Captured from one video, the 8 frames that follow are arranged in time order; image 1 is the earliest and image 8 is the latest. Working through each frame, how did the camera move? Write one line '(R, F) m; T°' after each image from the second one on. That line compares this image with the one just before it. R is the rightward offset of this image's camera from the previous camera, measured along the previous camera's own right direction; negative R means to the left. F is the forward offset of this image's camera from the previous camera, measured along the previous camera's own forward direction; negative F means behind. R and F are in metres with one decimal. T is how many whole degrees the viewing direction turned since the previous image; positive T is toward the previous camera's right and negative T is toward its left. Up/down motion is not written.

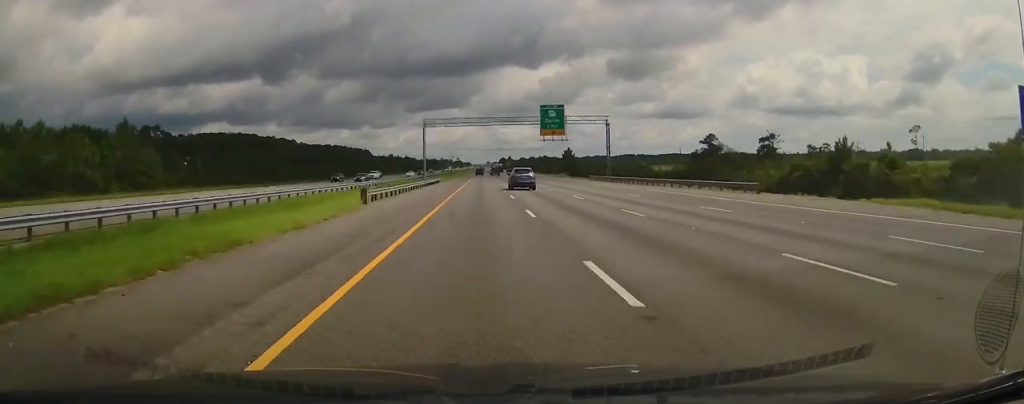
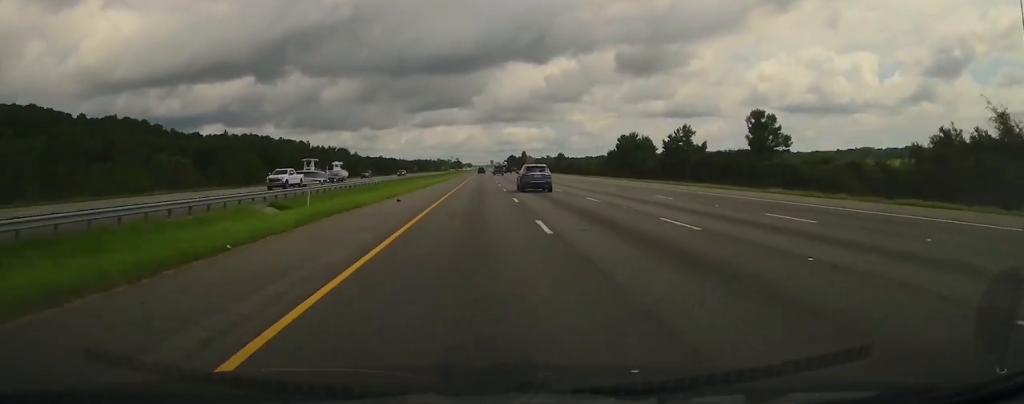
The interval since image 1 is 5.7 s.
(+0.1, +202.9) m; 0°
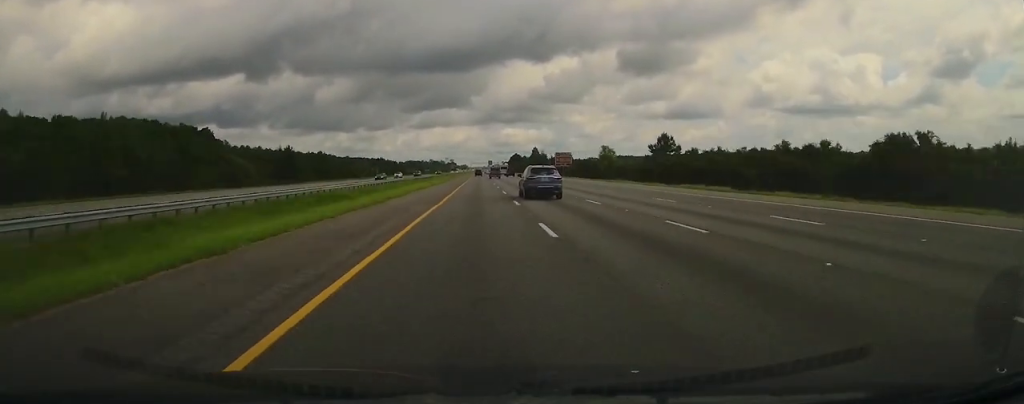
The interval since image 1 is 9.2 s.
(-0.3, +122.4) m; 0°
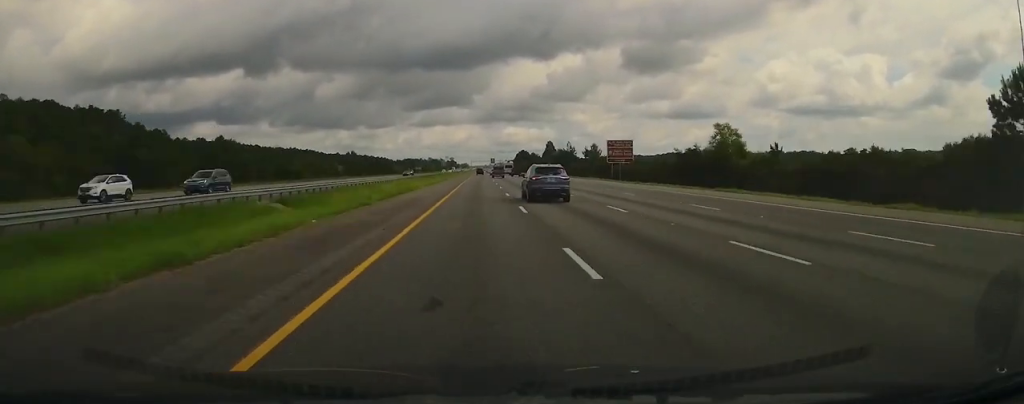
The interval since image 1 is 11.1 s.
(0.0, +65.6) m; 0°
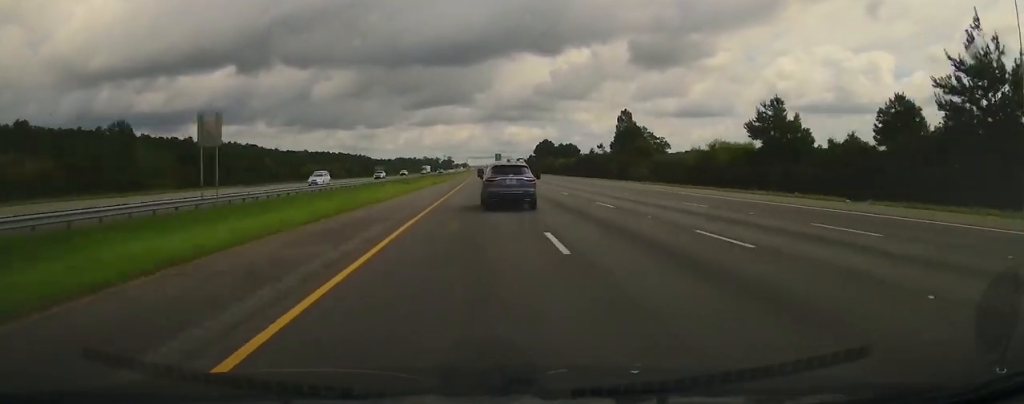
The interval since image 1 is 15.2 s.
(+0.2, +143.9) m; 0°
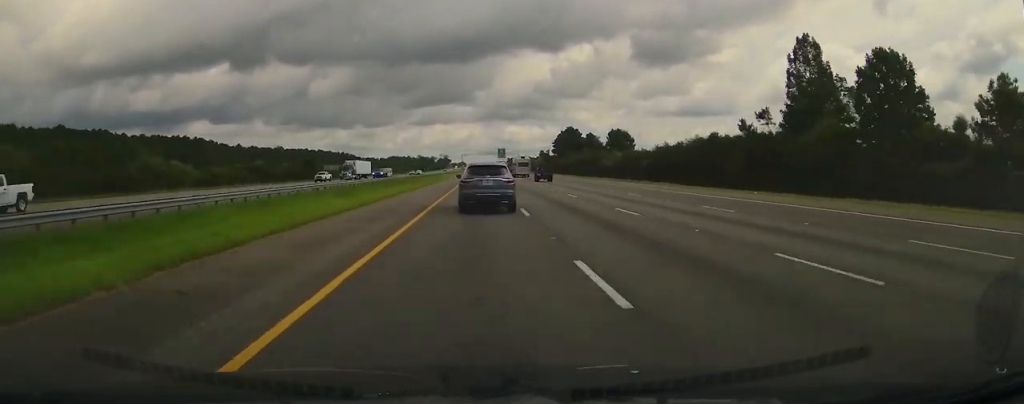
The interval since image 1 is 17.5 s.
(0.0, +78.2) m; 0°
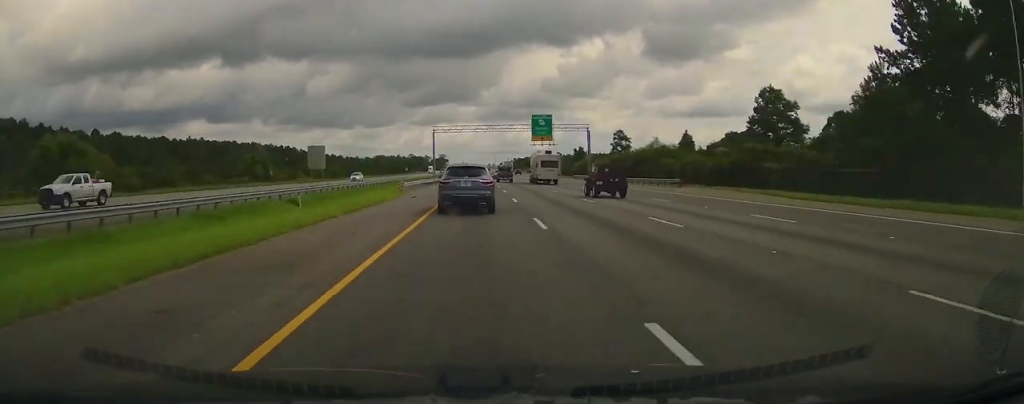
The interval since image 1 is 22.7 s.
(-0.4, +177.5) m; 0°
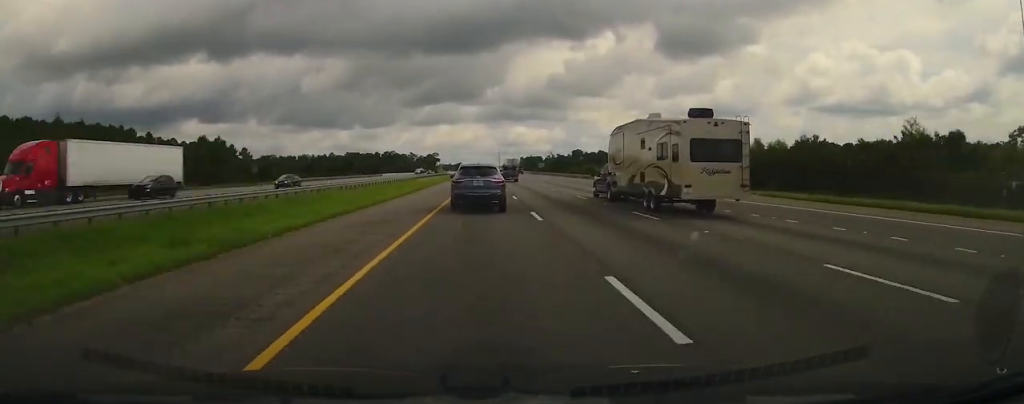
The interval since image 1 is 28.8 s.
(-0.6, +207.4) m; 0°
